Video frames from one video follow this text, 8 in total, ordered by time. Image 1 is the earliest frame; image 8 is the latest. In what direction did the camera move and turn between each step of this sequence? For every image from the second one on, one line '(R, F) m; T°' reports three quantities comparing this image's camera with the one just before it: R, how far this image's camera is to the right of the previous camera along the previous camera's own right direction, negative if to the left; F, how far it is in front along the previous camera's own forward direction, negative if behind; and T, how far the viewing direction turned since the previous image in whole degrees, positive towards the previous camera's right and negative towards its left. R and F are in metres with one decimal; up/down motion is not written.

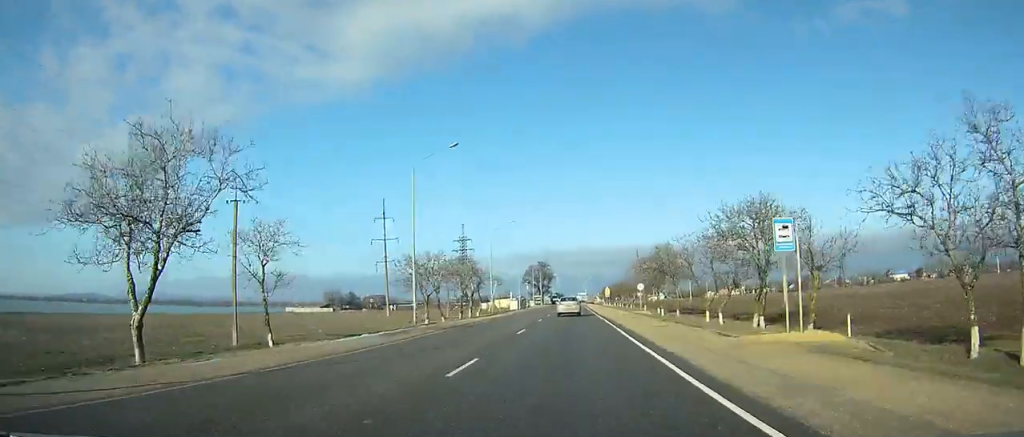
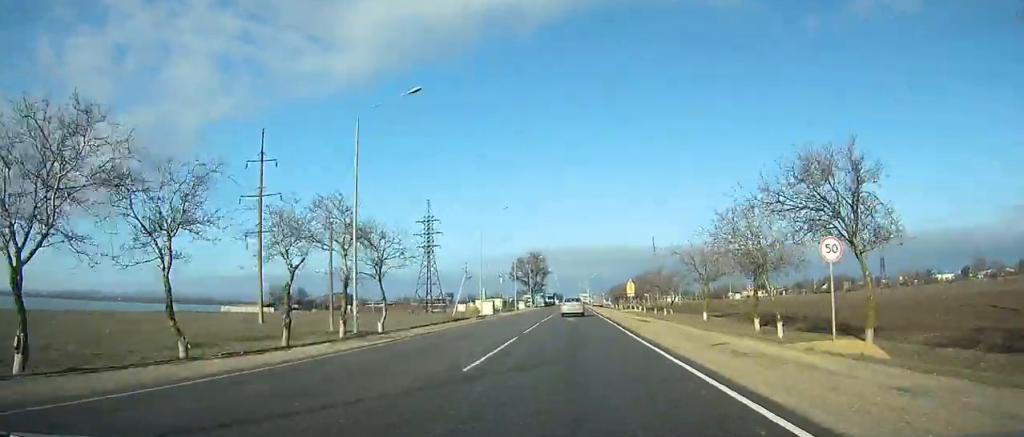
(+0.1, +46.3) m; 0°
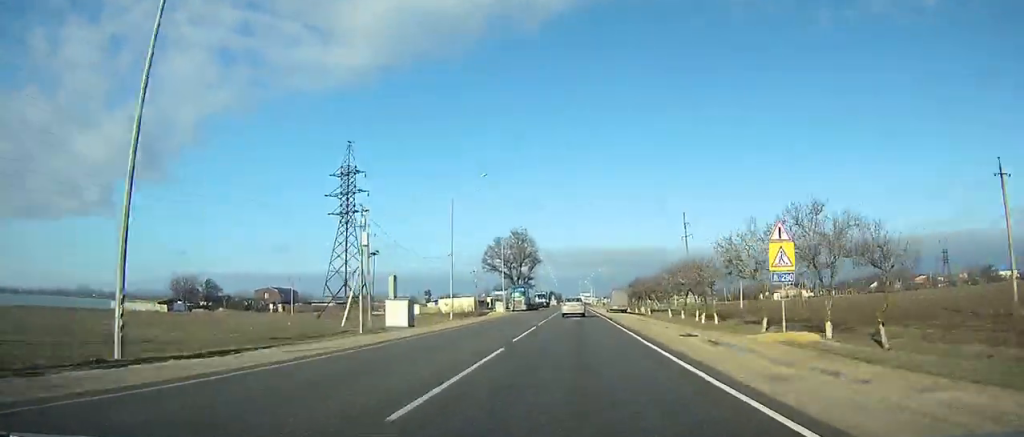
(-0.1, +53.4) m; 0°
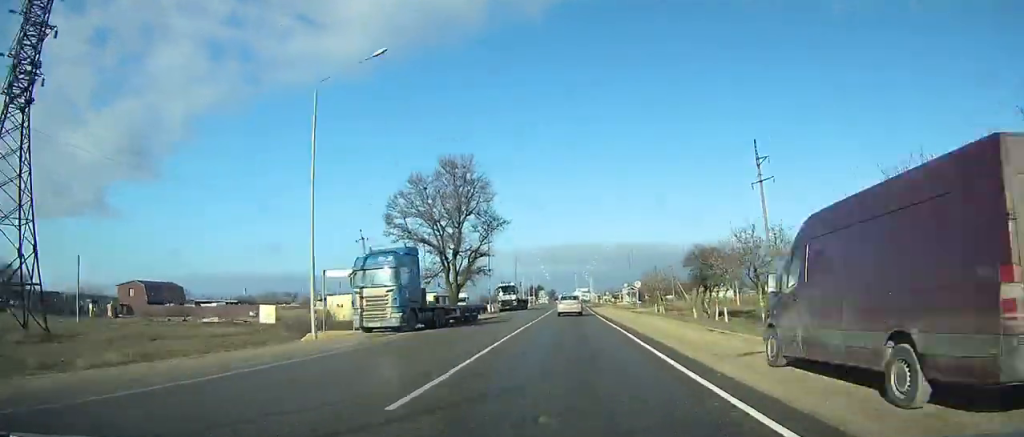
(+0.1, +59.1) m; 0°
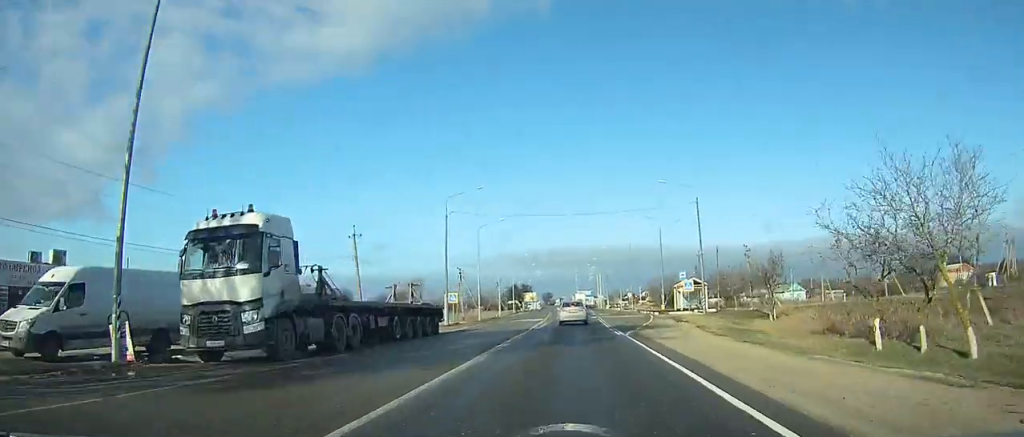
(-0.2, +57.8) m; 0°
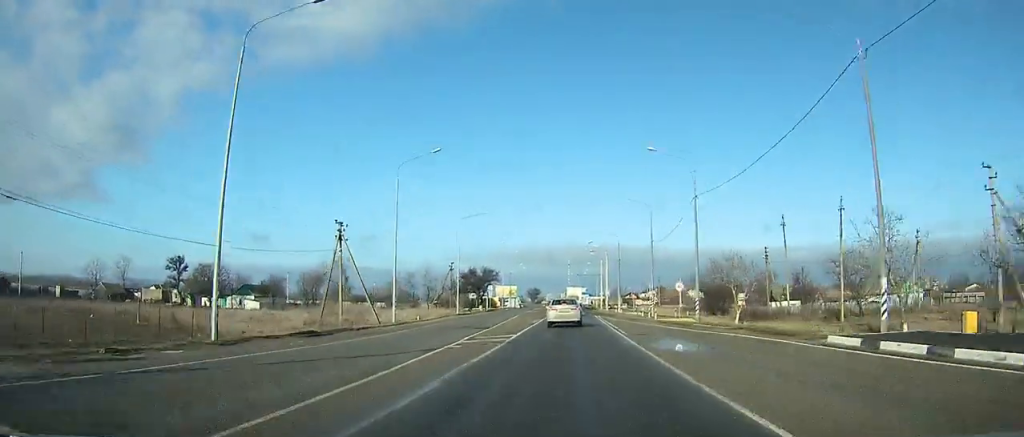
(+0.1, +42.7) m; +1°
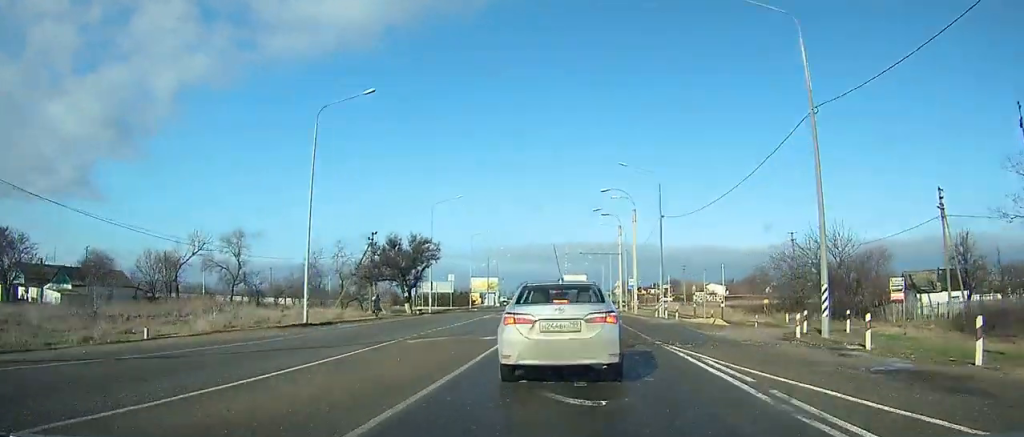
(+0.2, +31.1) m; +1°
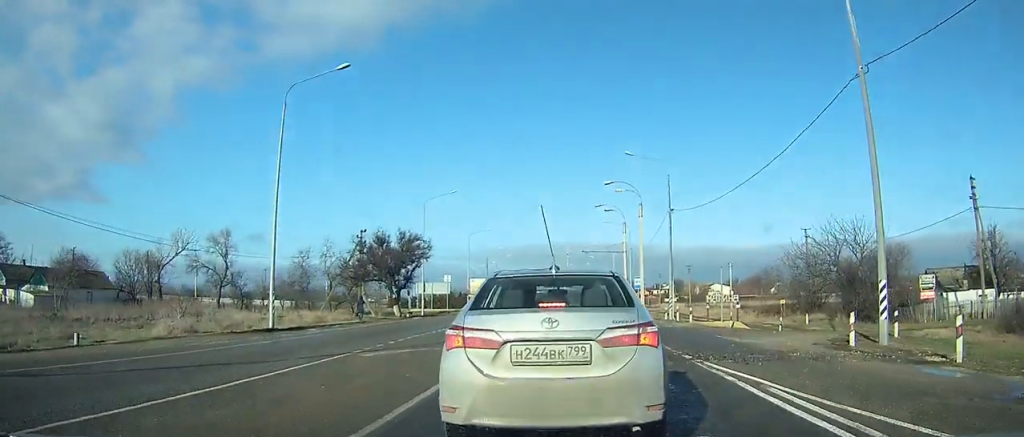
(0.0, +6.0) m; 0°
